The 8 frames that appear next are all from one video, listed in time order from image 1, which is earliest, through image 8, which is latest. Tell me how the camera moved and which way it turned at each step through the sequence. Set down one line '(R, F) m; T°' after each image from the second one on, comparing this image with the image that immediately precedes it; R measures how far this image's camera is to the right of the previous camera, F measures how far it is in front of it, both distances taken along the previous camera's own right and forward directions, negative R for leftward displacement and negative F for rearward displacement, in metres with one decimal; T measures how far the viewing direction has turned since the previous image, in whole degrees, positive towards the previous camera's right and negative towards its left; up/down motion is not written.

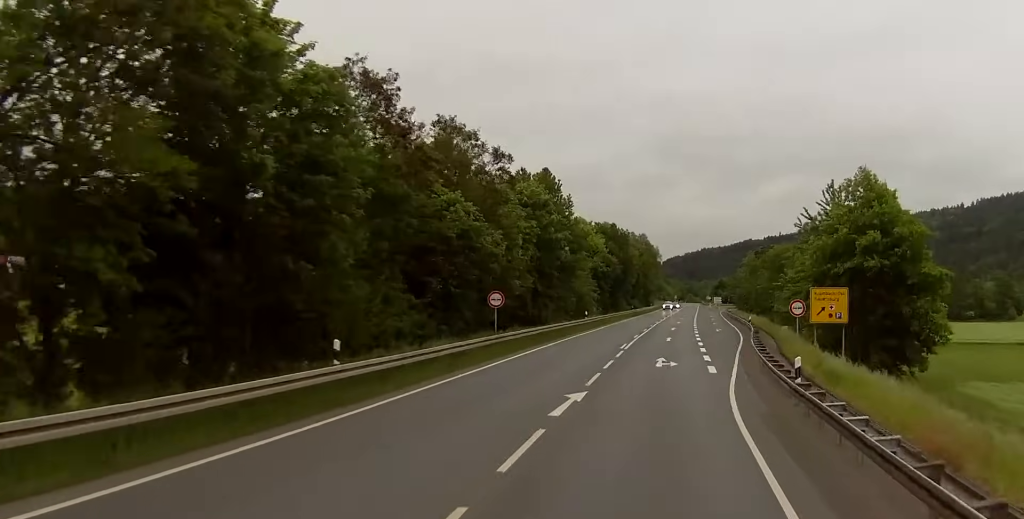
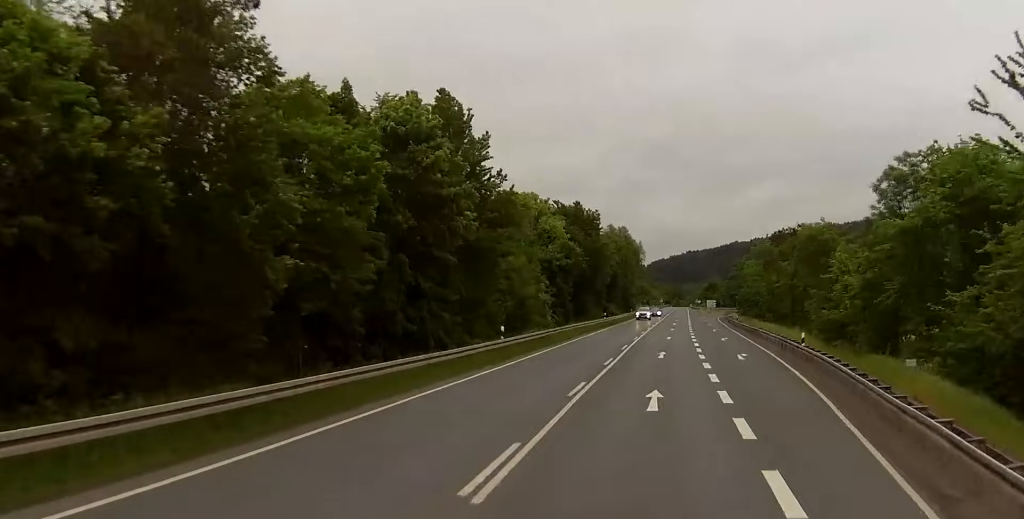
(-0.5, +31.9) m; +1°
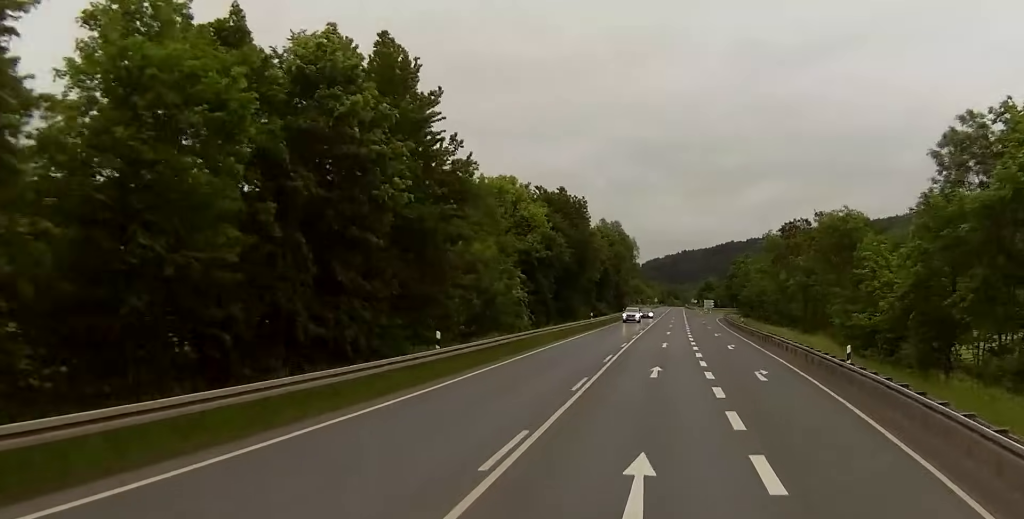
(+0.2, +10.4) m; +1°
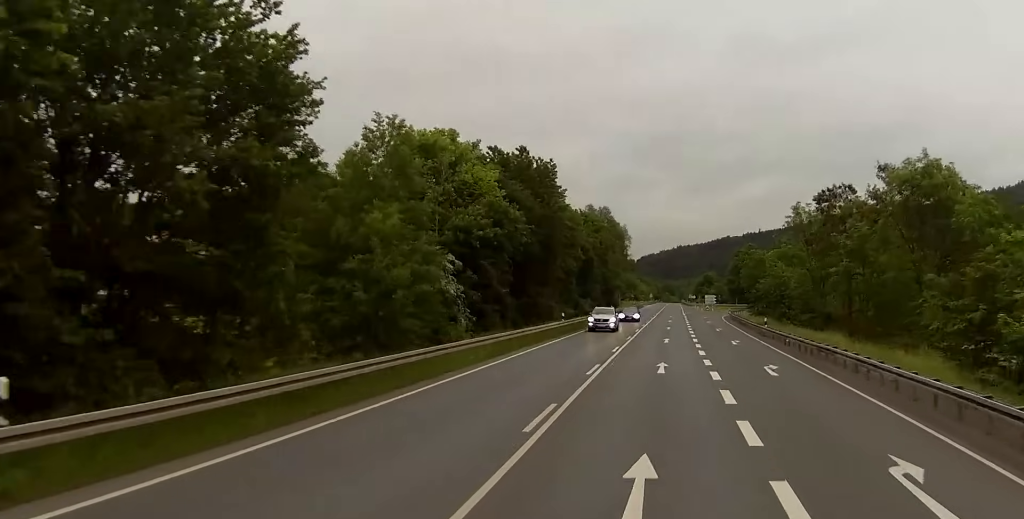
(+0.2, +20.2) m; +1°
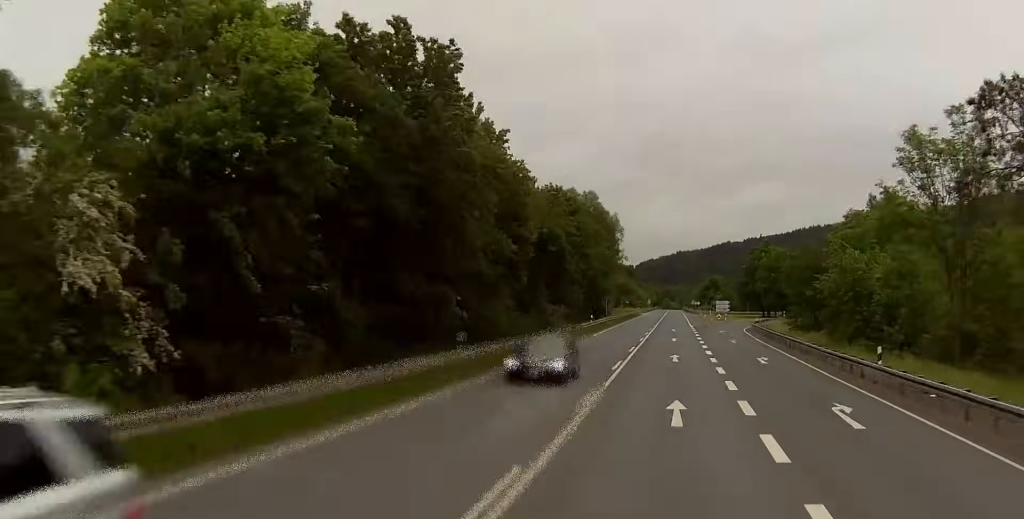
(0.0, +30.7) m; 0°
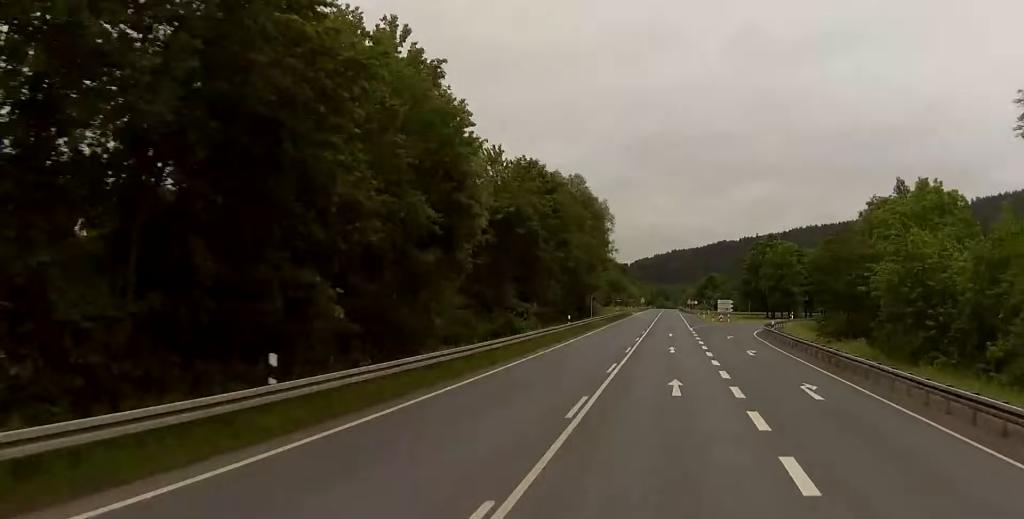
(+0.1, +14.4) m; 0°
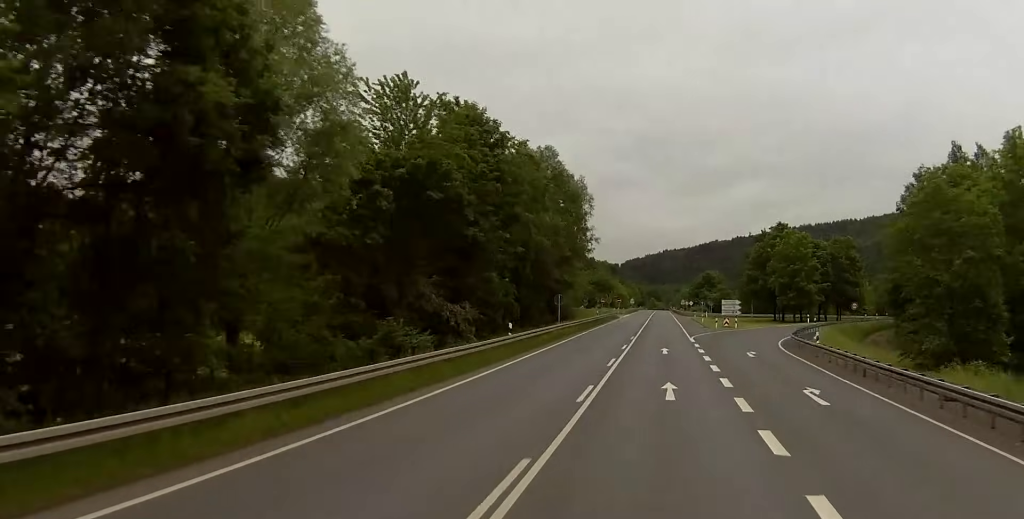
(0.0, +20.9) m; +1°
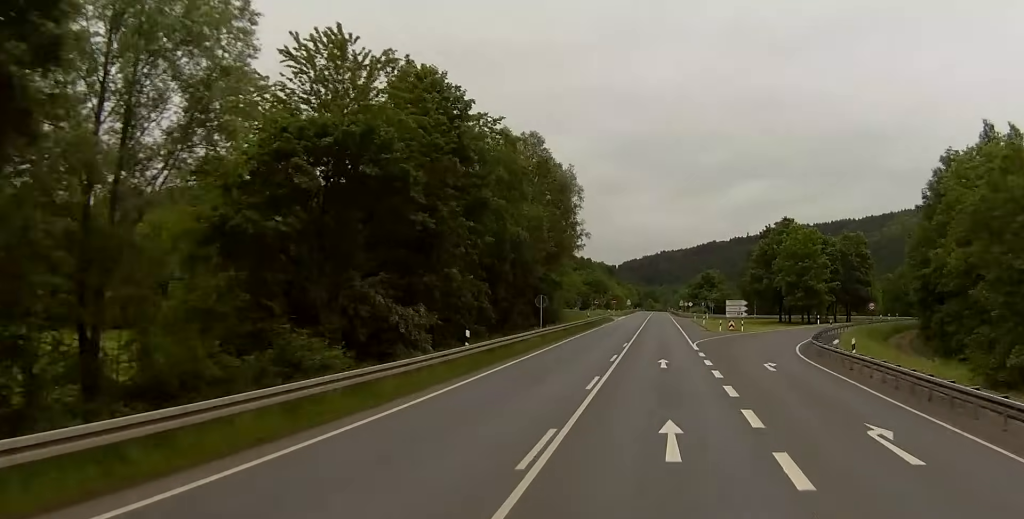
(+0.1, +8.5) m; 0°
